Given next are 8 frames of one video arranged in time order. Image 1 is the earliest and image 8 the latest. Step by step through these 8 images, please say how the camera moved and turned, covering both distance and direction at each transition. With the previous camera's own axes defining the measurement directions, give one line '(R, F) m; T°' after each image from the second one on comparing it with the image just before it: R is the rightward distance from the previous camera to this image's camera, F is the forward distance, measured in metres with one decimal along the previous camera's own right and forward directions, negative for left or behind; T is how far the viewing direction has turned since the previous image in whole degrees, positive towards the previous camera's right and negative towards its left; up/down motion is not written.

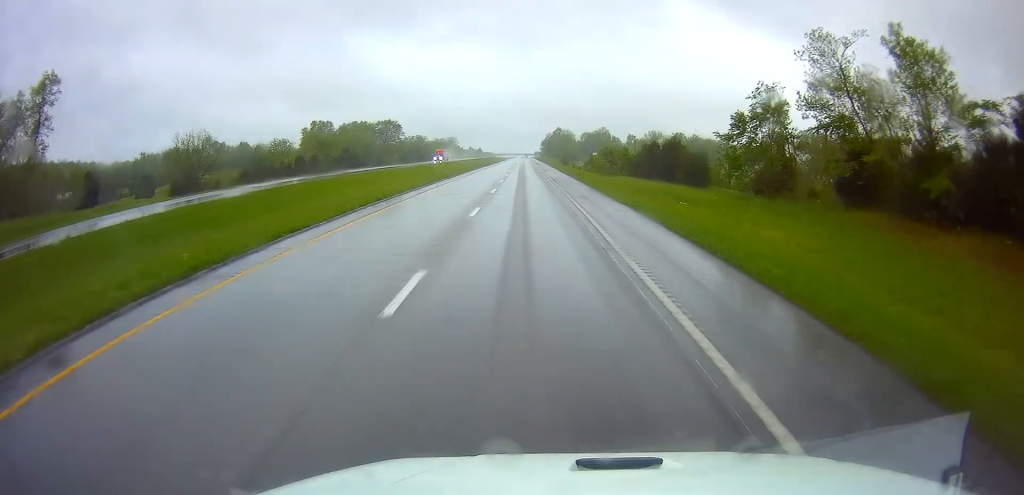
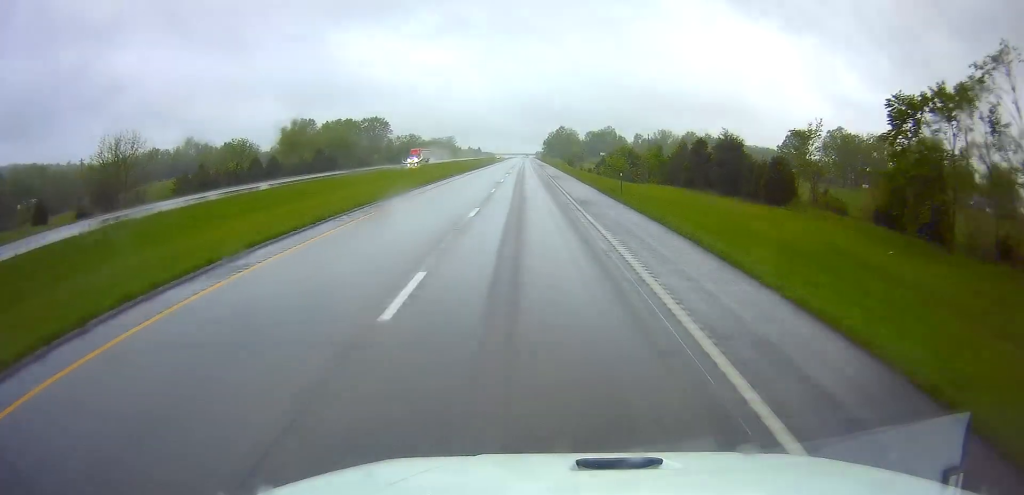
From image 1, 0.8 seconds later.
(-0.1, +24.6) m; 0°
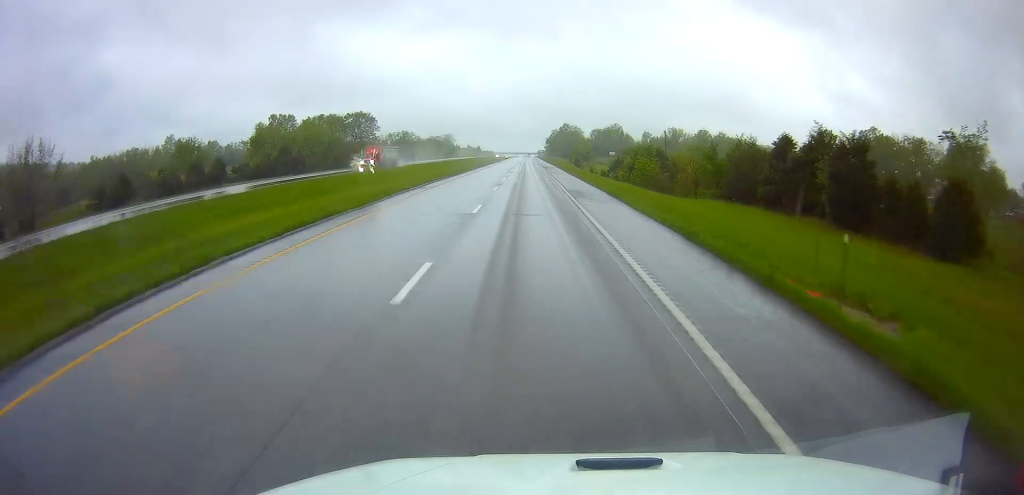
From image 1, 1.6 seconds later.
(0.0, +23.6) m; 0°
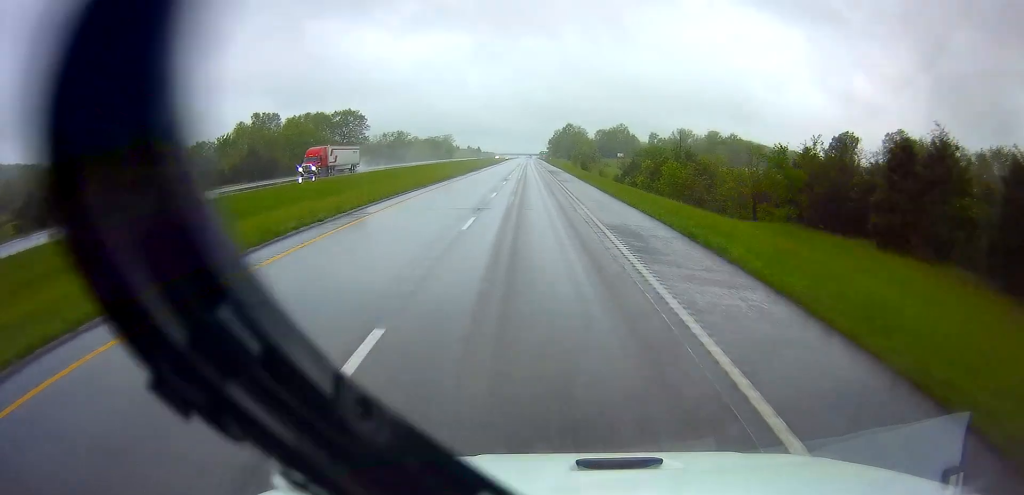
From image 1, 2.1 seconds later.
(+0.1, +16.4) m; 0°
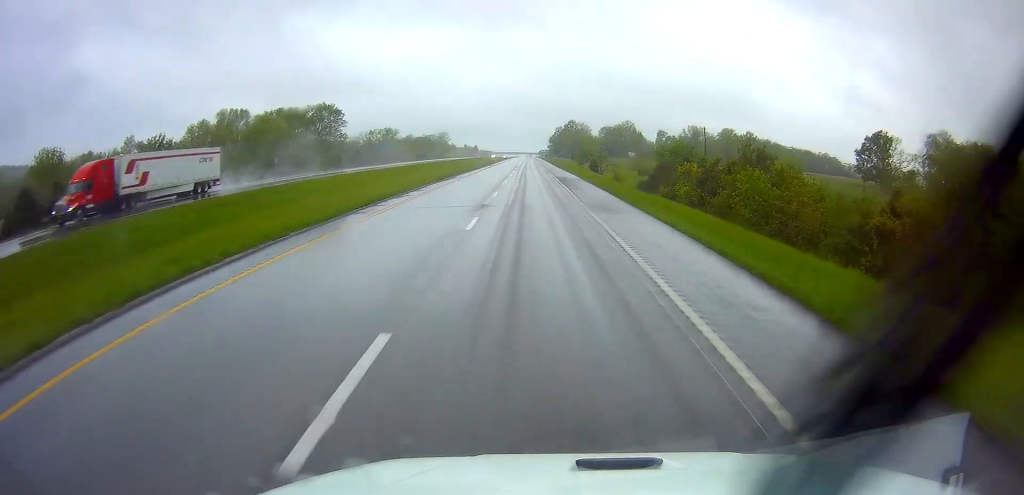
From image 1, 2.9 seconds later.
(-0.1, +24.6) m; 0°
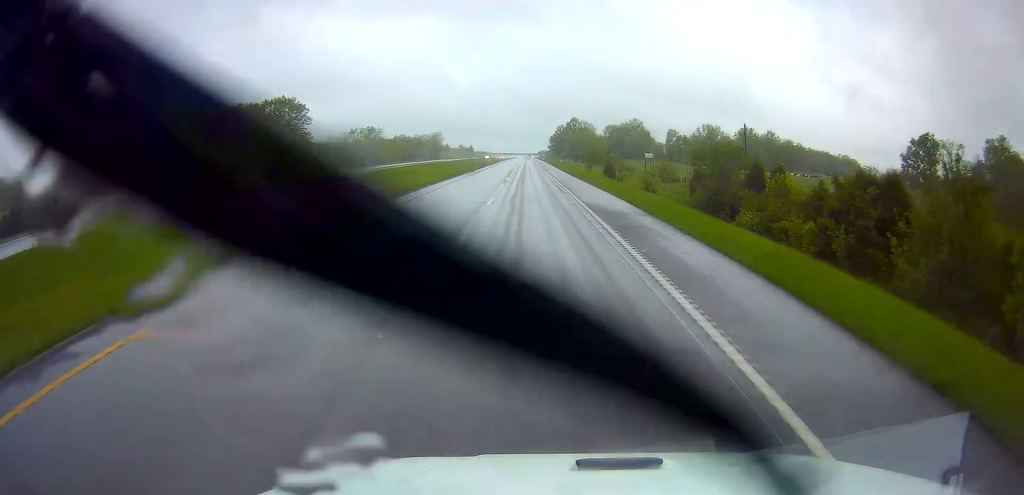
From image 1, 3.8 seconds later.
(-0.1, +28.6) m; 0°
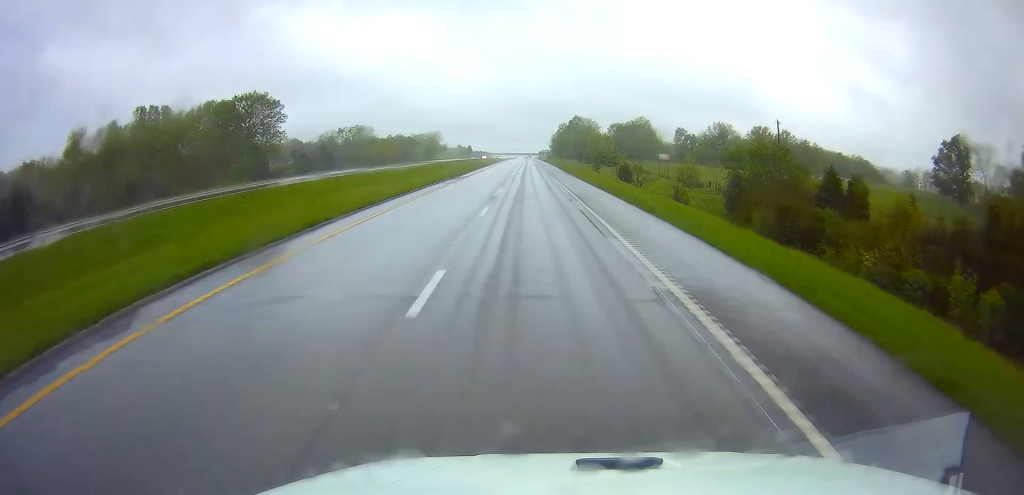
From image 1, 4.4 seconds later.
(0.0, +16.3) m; 0°
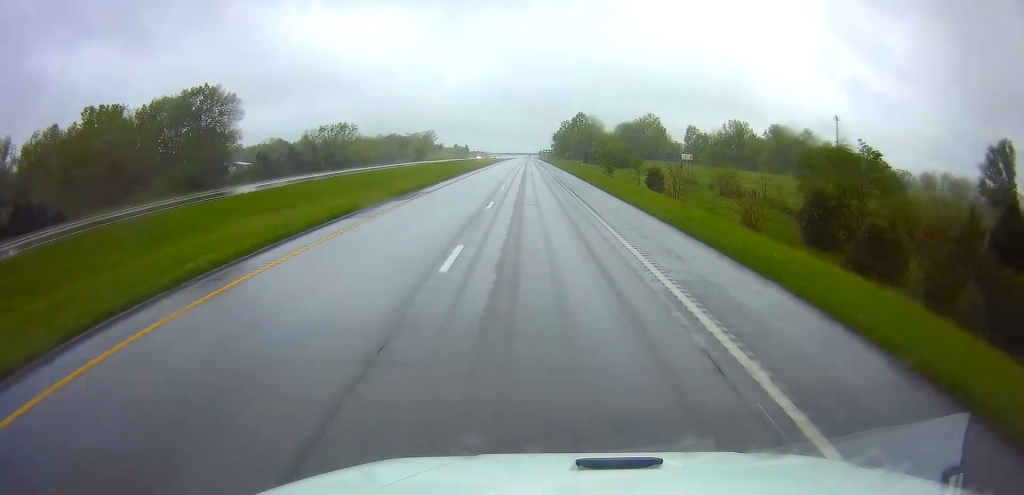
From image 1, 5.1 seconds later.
(0.0, +21.4) m; 0°
